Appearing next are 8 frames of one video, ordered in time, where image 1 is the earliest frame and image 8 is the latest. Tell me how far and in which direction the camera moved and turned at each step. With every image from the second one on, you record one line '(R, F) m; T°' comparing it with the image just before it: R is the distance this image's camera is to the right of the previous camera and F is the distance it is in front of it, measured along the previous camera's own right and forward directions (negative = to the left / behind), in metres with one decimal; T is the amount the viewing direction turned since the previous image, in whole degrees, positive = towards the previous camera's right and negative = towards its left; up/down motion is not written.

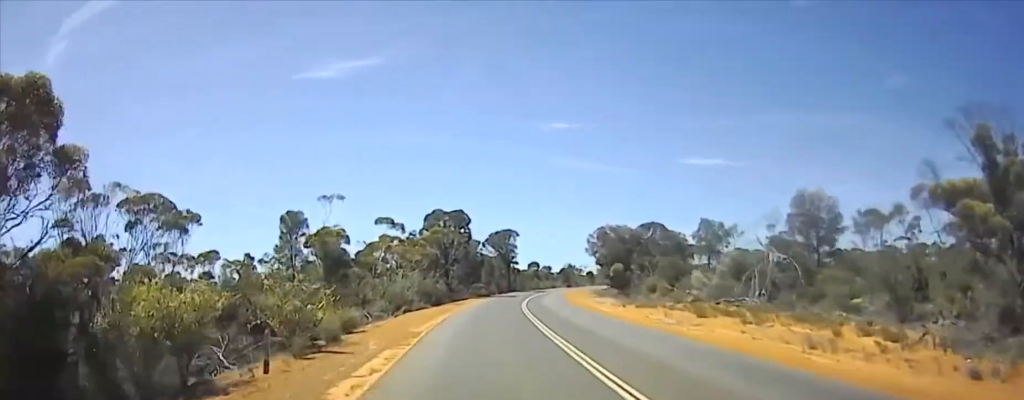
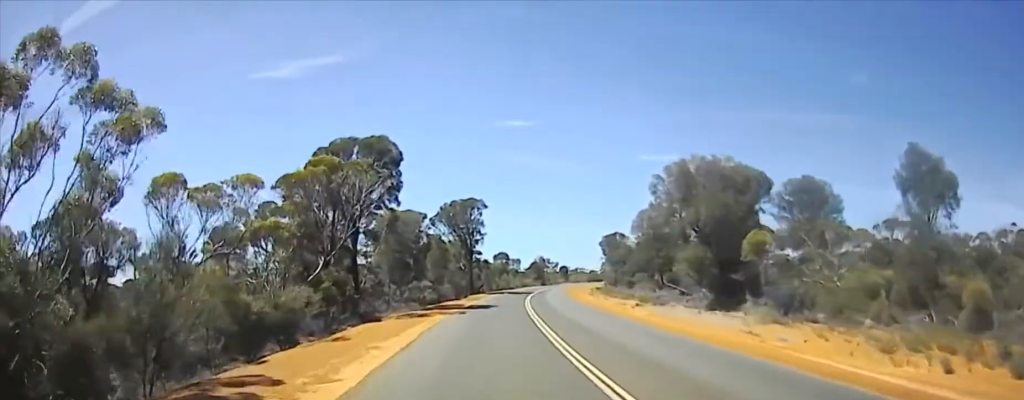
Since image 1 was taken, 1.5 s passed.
(0.0, +42.1) m; 0°
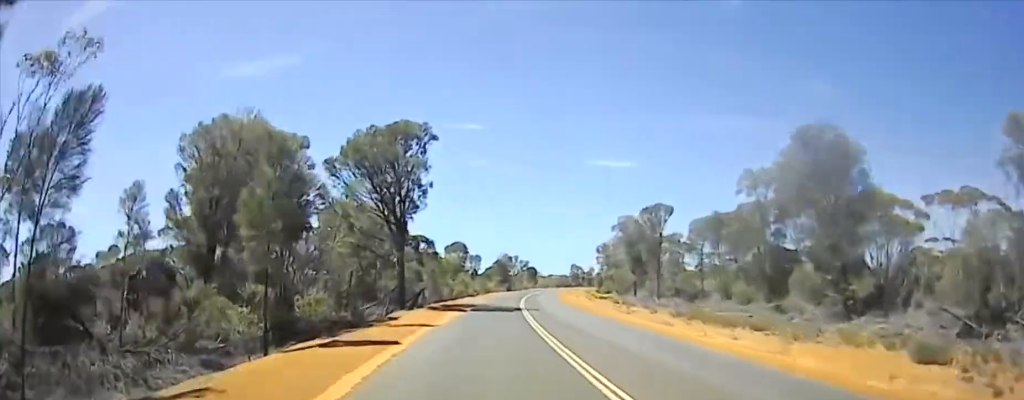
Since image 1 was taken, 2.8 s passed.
(0.0, +36.5) m; 0°
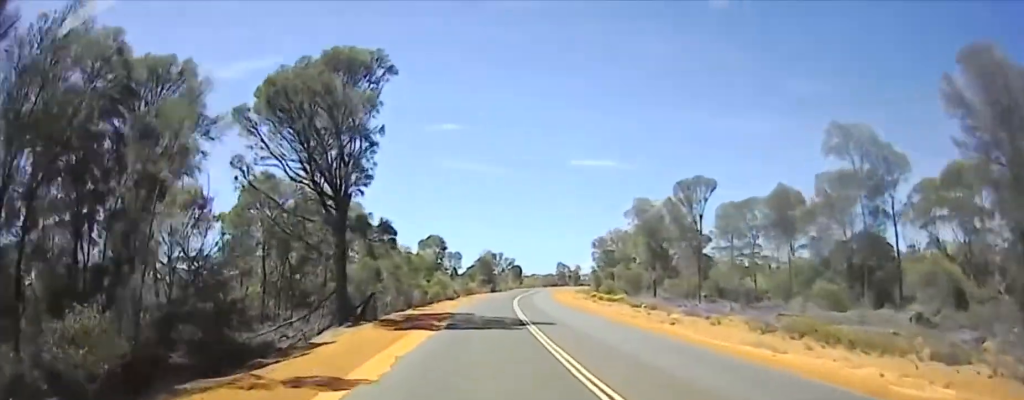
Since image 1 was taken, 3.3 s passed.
(0.0, +13.9) m; 0°
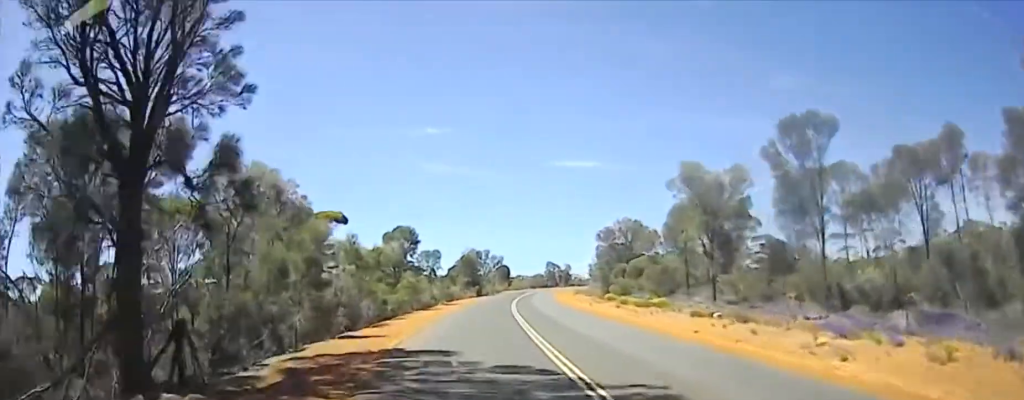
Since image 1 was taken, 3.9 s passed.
(0.0, +15.3) m; 0°
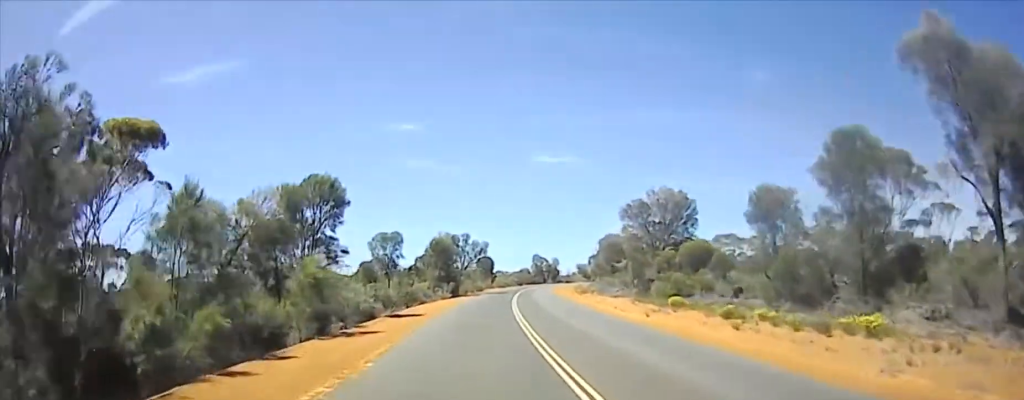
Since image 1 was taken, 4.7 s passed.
(0.0, +22.9) m; 0°
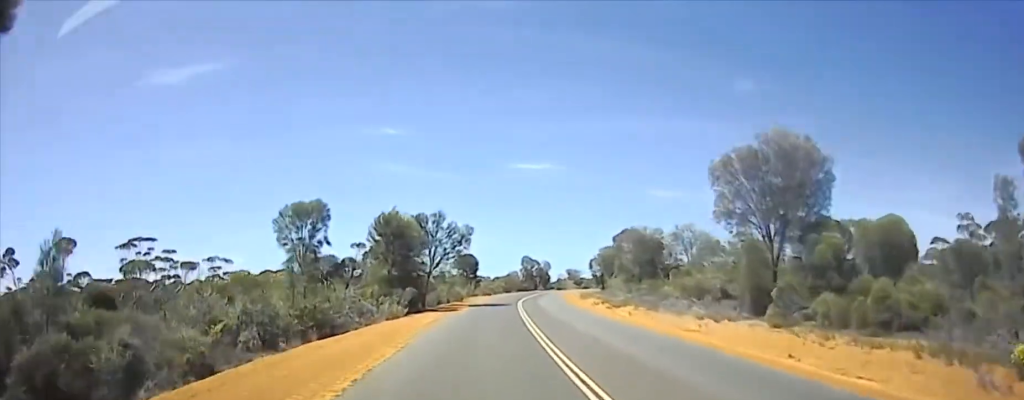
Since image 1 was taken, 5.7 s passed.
(0.0, +23.5) m; 0°
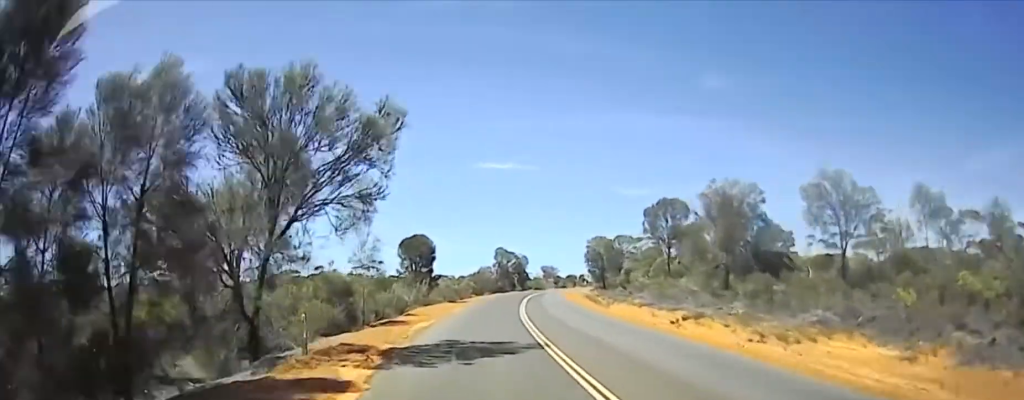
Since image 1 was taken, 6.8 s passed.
(0.0, +27.0) m; 0°
